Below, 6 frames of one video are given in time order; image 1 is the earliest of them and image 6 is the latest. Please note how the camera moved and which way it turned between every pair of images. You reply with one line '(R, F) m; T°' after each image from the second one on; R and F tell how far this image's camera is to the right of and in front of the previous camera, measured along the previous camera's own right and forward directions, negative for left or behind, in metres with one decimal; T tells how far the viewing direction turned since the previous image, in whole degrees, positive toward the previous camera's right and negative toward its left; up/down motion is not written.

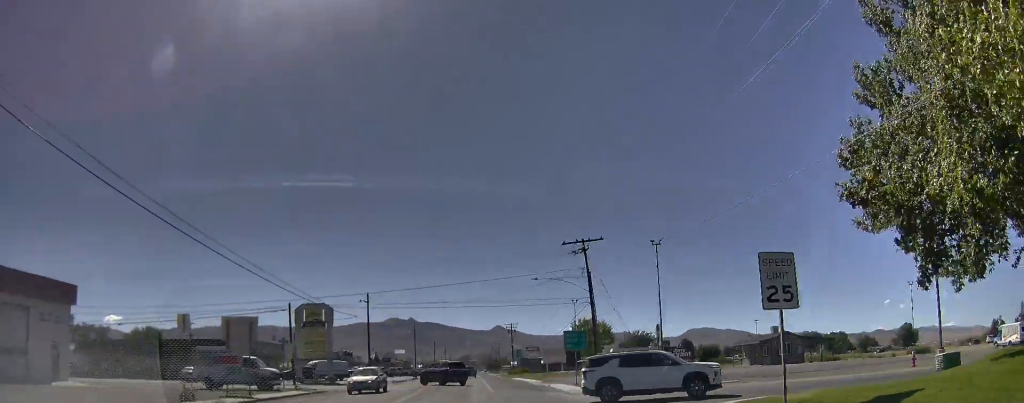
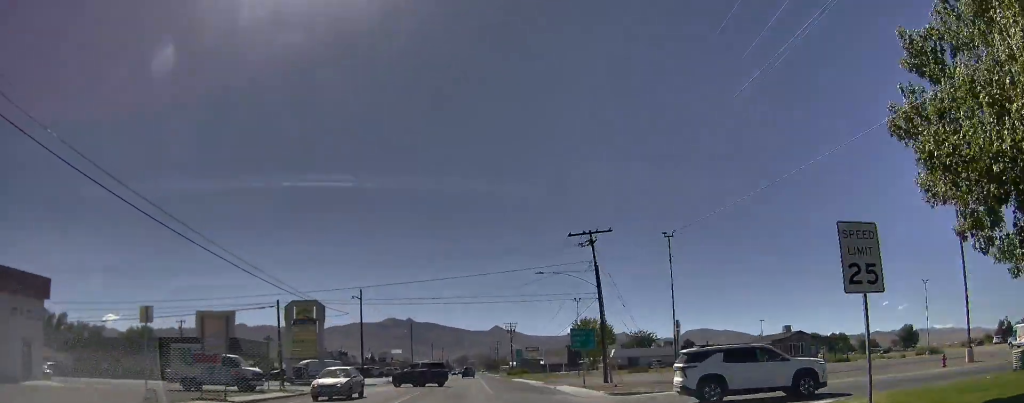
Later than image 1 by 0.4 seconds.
(-0.1, +3.3) m; -2°
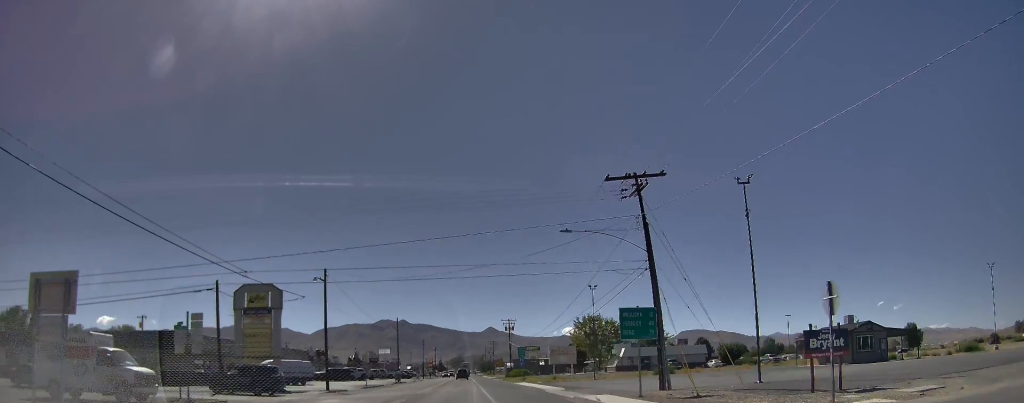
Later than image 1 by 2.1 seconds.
(-0.2, +12.7) m; -1°
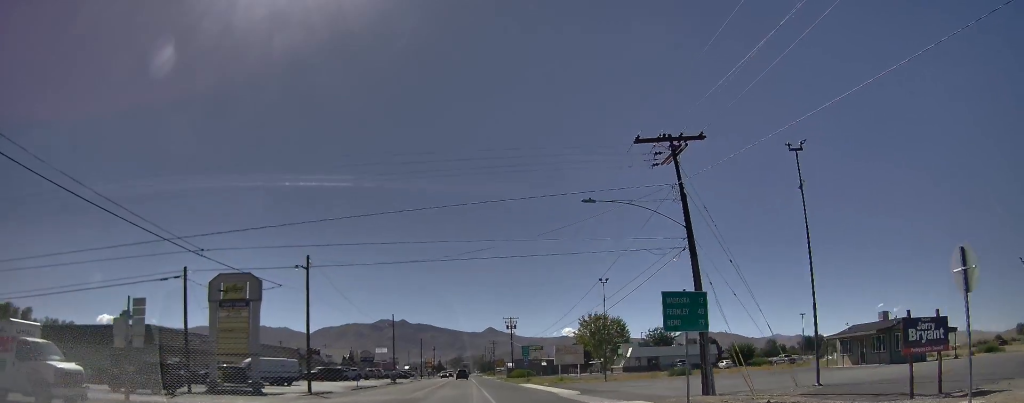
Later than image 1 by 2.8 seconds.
(0.0, +4.9) m; -1°
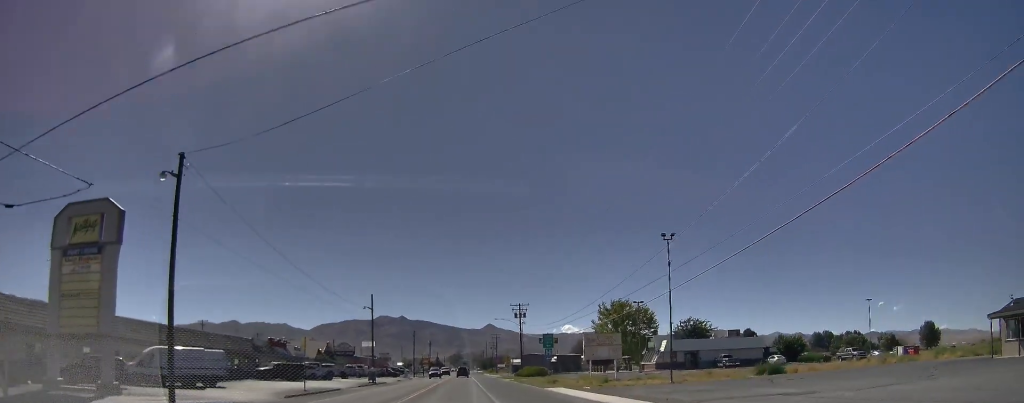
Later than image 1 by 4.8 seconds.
(-0.9, +18.3) m; -2°
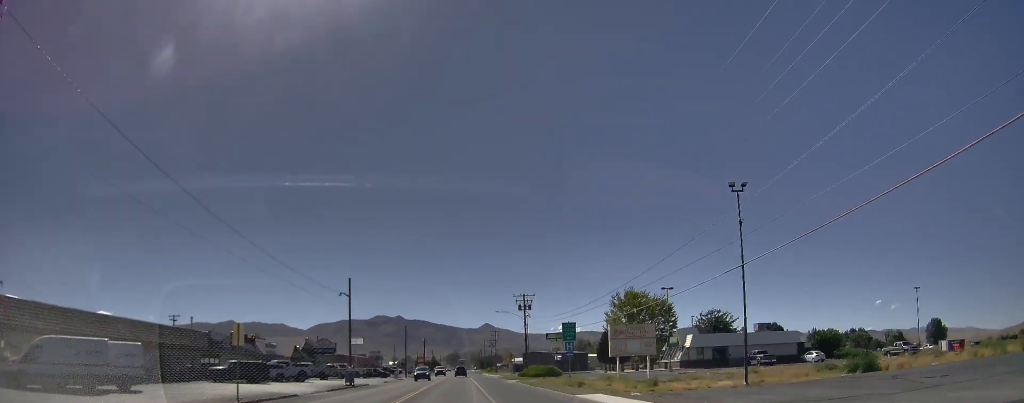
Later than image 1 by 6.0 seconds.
(+0.5, +11.6) m; +3°
